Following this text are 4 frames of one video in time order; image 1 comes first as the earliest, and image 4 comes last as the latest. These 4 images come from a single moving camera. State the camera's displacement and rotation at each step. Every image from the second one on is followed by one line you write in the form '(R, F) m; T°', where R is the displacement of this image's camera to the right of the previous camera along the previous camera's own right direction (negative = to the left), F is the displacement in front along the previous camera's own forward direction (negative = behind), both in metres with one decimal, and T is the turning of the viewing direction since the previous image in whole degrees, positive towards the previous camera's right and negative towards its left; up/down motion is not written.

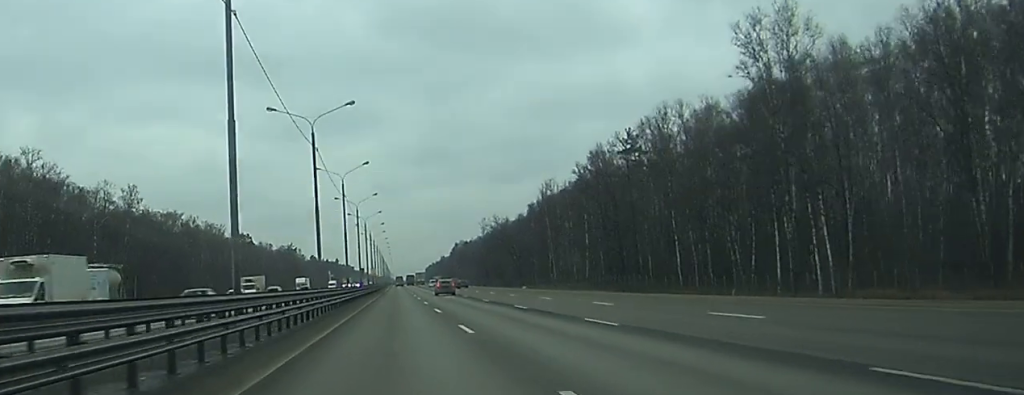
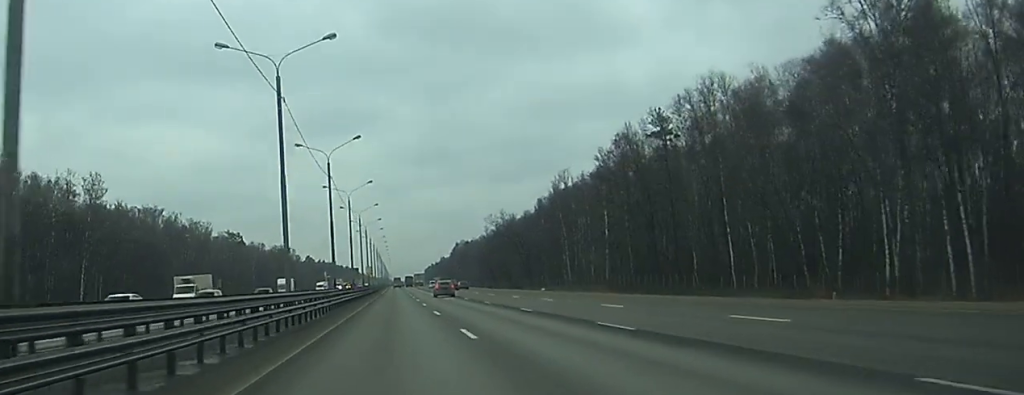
(0.0, +18.2) m; 0°
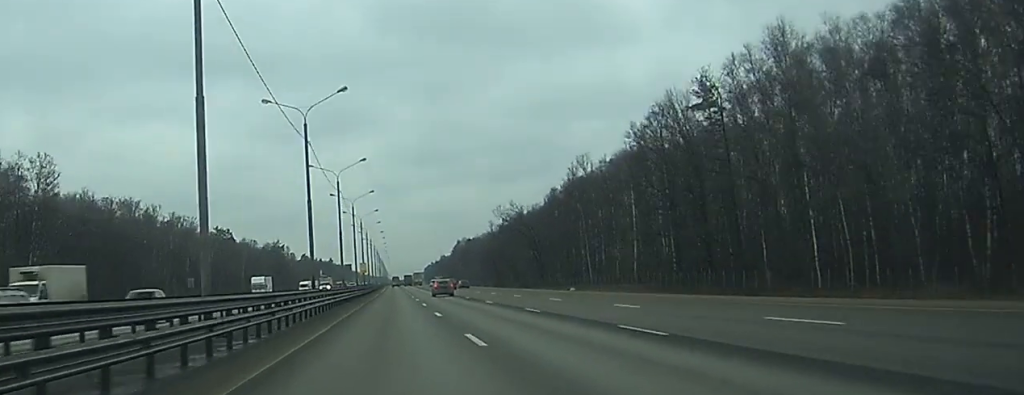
(0.0, +19.1) m; 0°
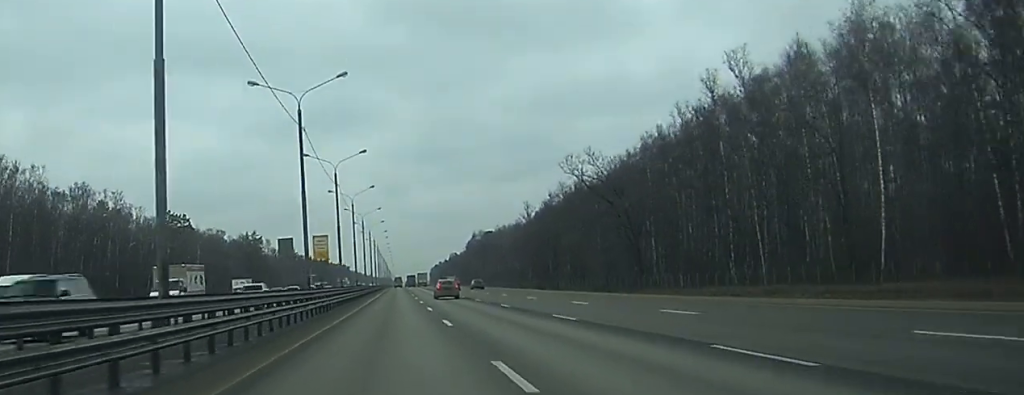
(0.0, +71.1) m; 0°
